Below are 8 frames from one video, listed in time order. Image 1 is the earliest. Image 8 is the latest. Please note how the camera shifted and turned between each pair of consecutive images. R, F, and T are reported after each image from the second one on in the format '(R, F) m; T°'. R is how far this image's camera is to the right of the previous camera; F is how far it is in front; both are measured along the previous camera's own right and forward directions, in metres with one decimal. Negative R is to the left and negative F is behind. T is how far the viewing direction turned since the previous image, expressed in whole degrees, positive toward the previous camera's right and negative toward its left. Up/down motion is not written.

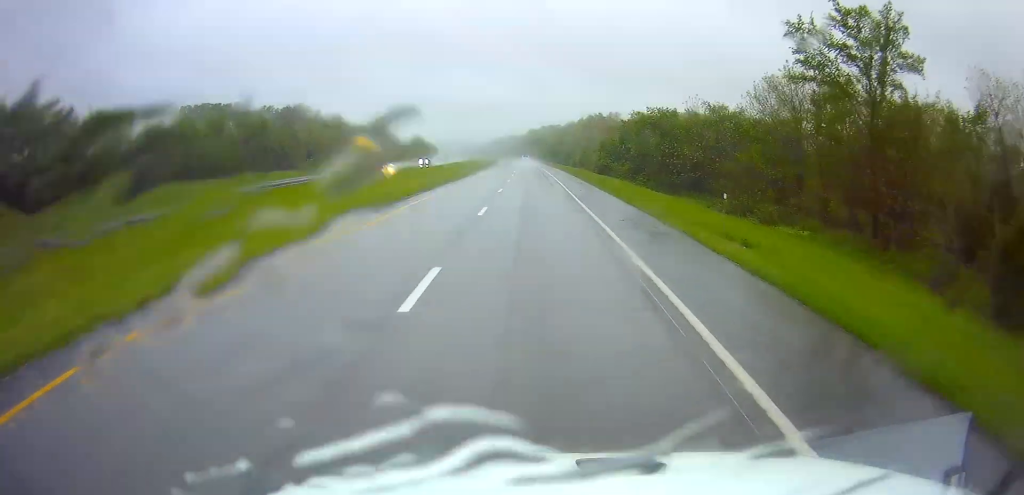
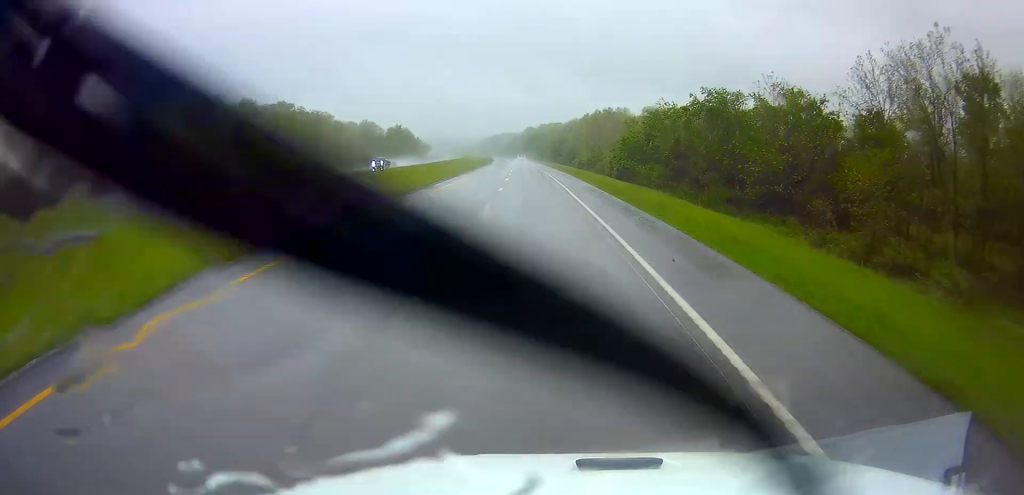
(0.0, +23.7) m; 0°
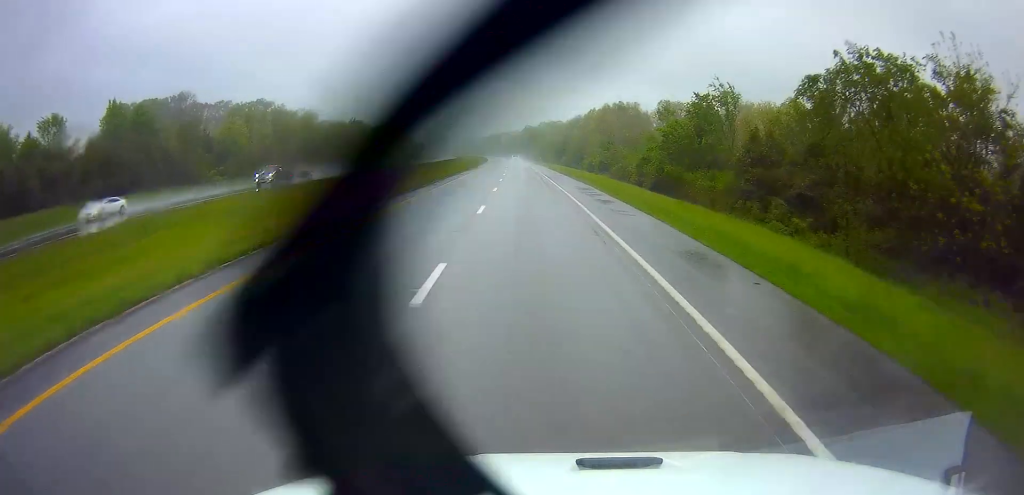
(0.0, +24.7) m; 0°
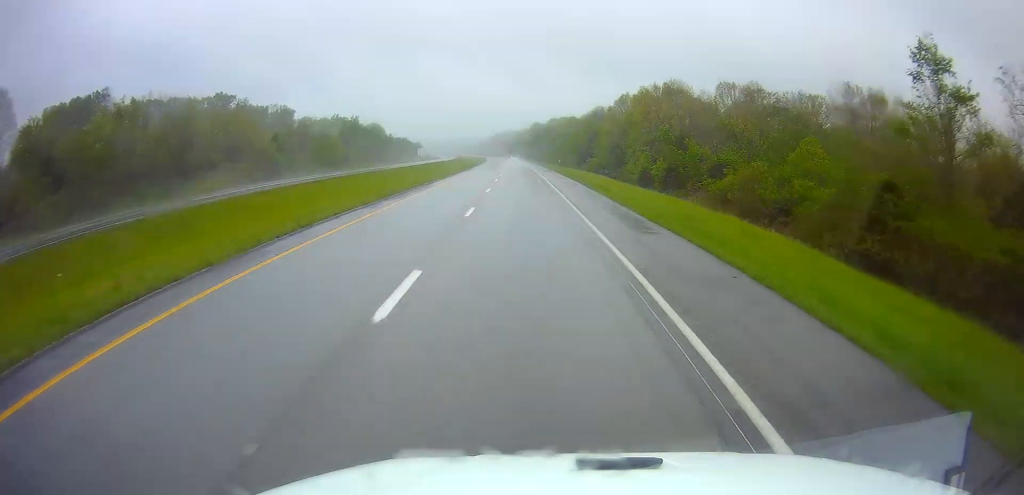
(-0.3, +49.3) m; -1°
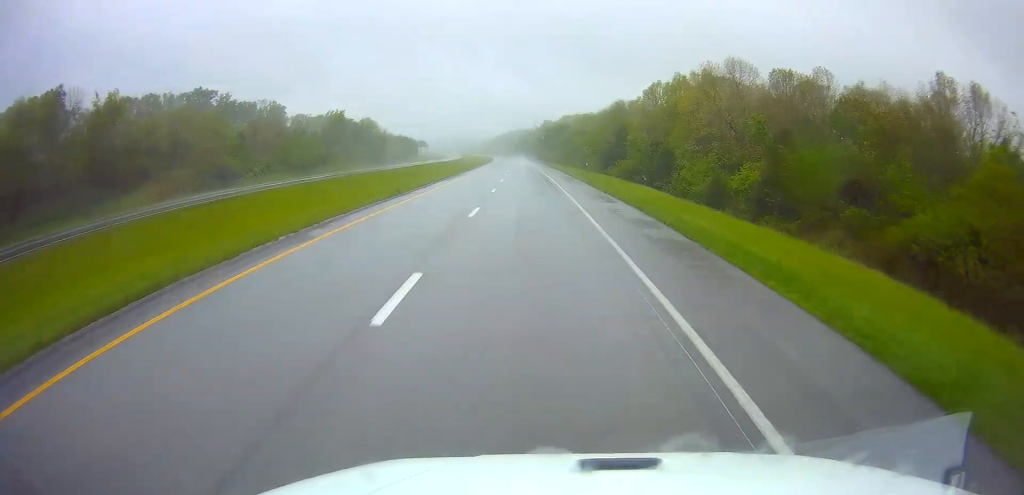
(-0.1, +24.7) m; -1°
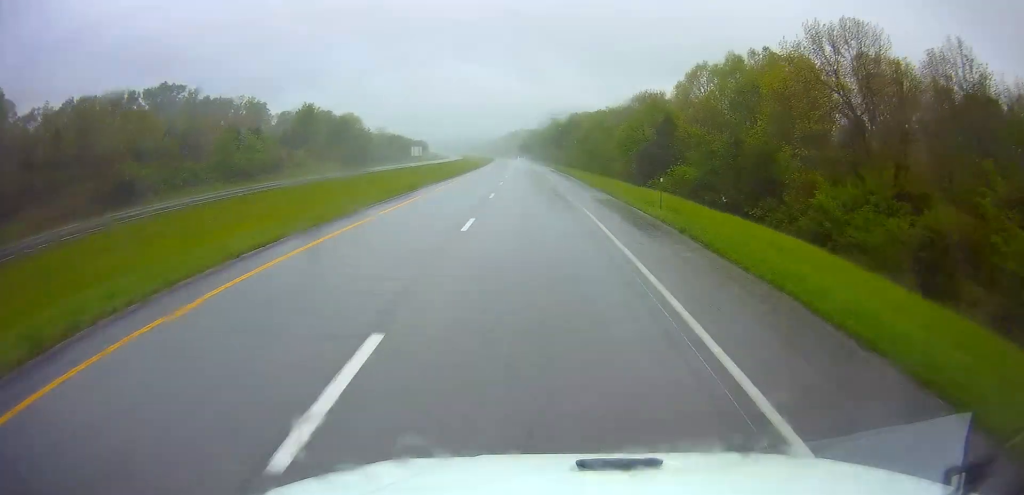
(-0.2, +27.9) m; -1°
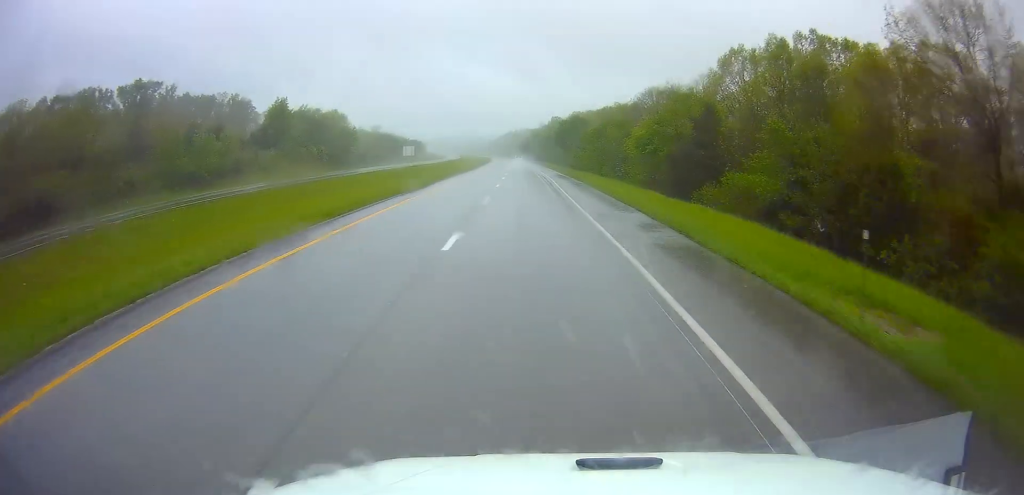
(-0.1, +15.5) m; 0°
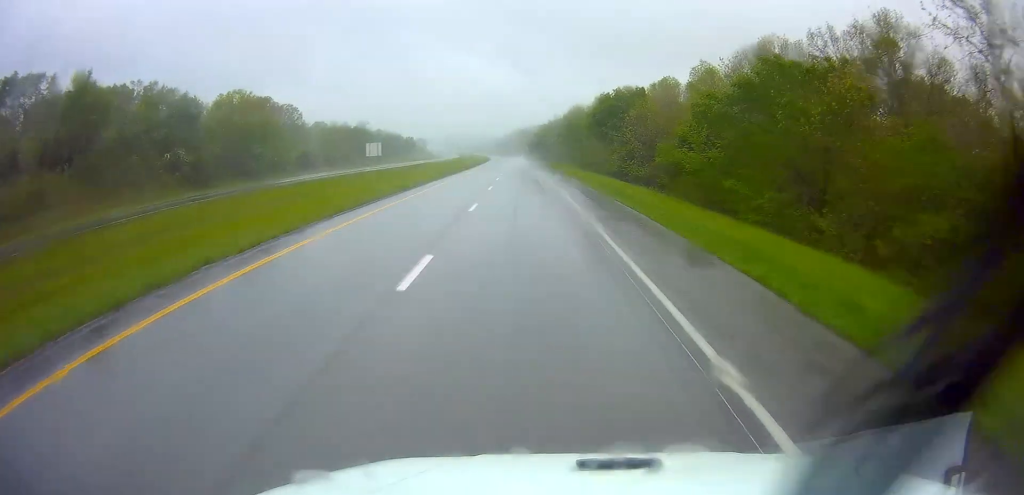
(-0.1, +65.1) m; -1°
